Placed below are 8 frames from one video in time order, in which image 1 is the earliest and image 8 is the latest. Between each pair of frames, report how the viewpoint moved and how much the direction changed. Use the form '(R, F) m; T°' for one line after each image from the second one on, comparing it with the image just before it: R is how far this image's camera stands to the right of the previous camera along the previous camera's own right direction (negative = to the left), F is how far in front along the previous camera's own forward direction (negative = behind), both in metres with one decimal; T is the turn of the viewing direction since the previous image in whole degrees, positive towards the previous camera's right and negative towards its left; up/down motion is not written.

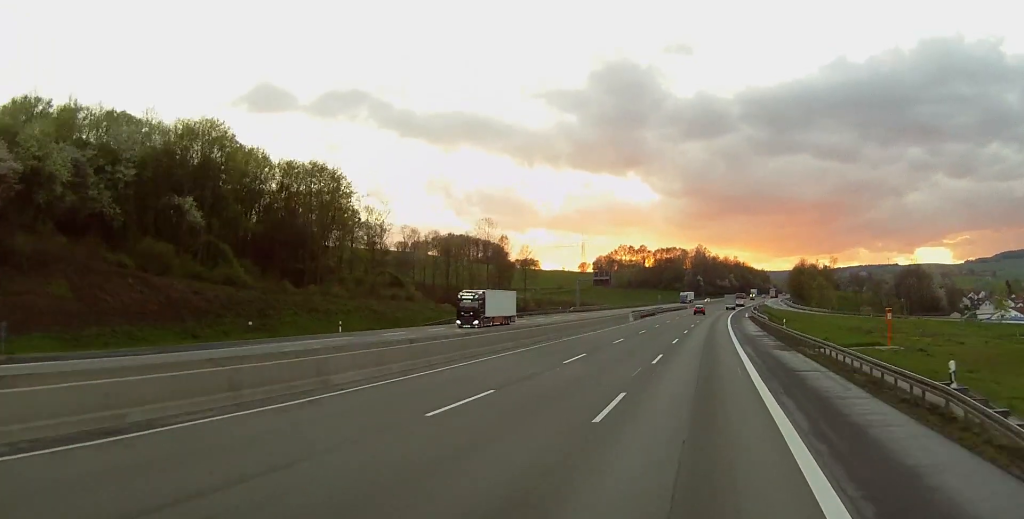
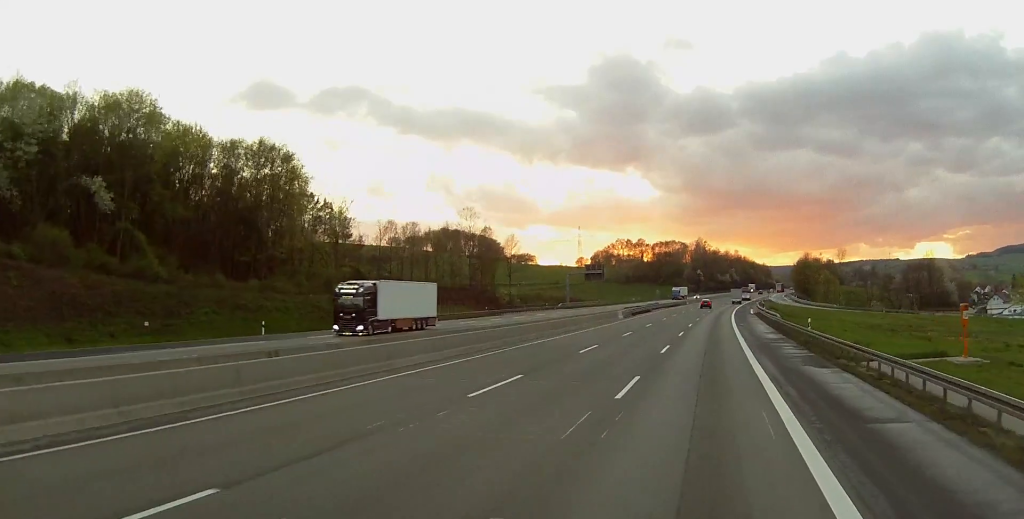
(-0.3, +14.8) m; -1°
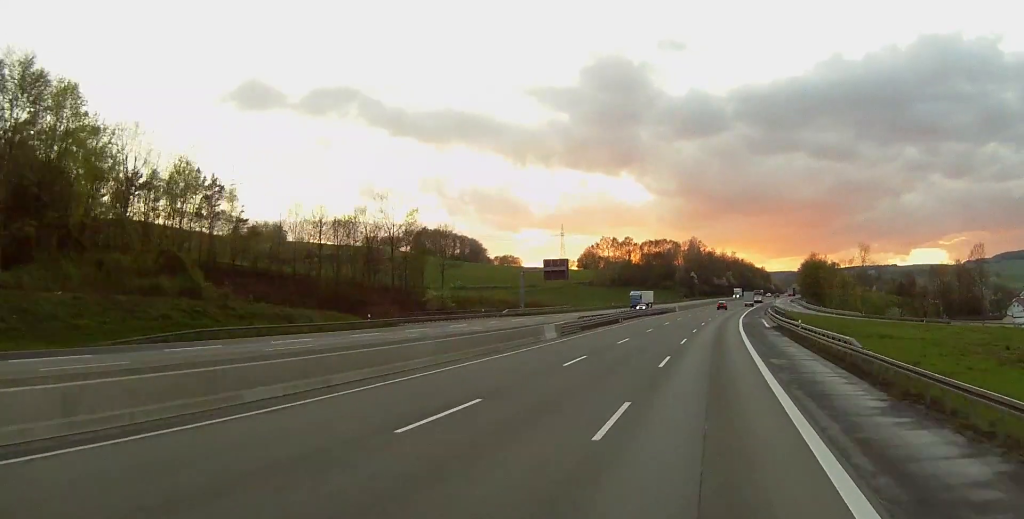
(-0.5, +41.7) m; +1°
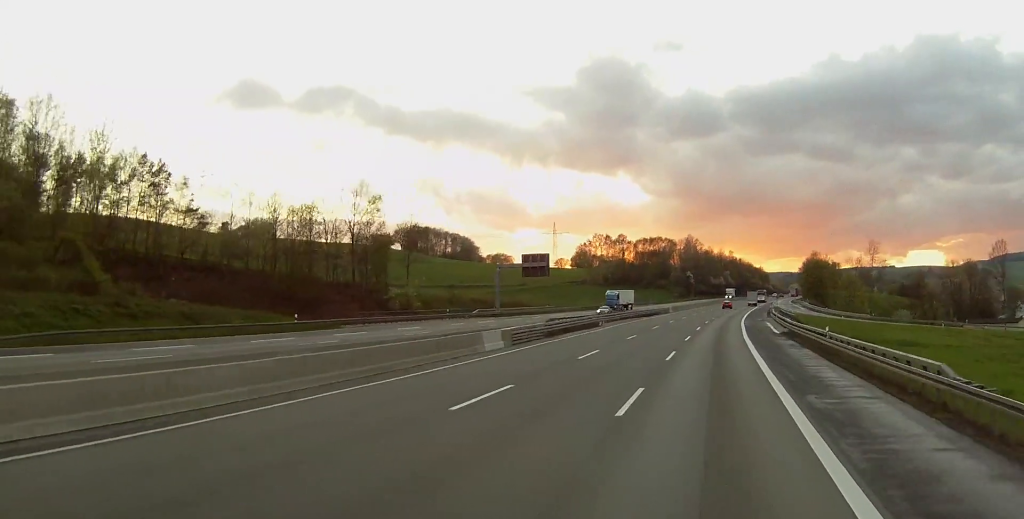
(+0.4, +14.7) m; +1°
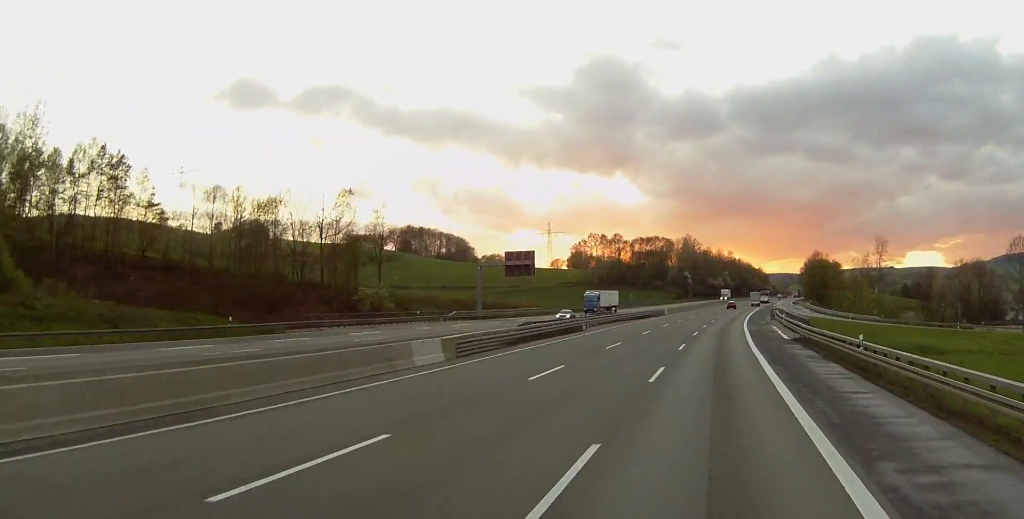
(-0.1, +10.0) m; -1°
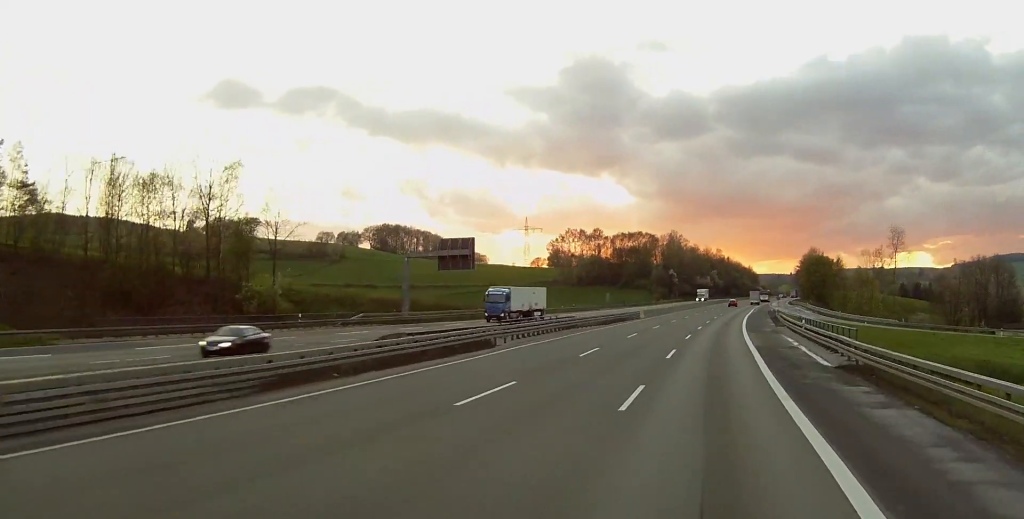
(-0.3, +25.3) m; 0°
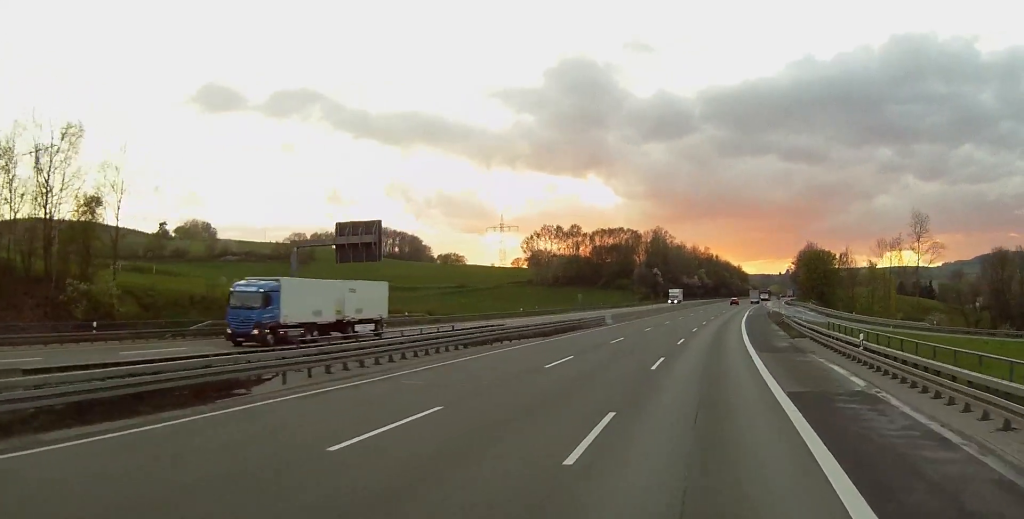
(+0.3, +24.5) m; +2°
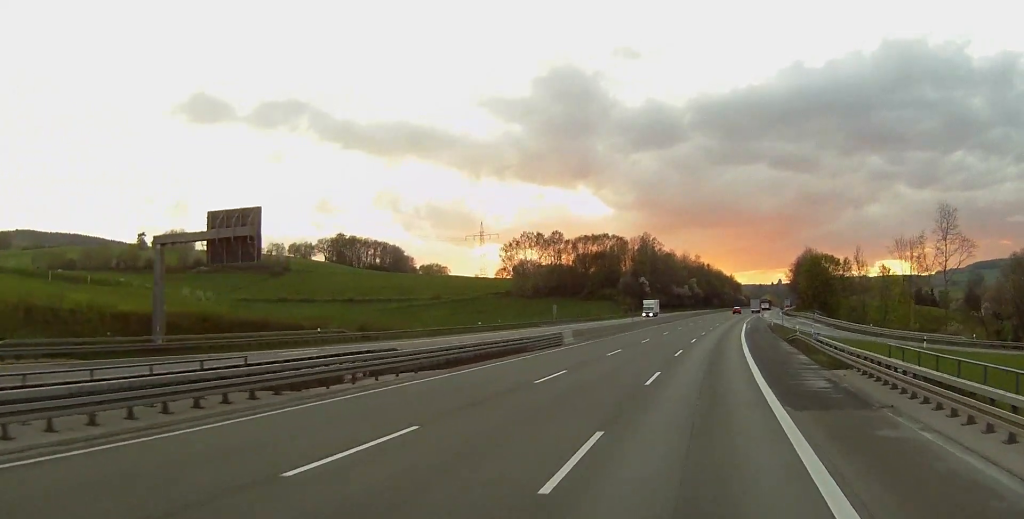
(+0.3, +19.1) m; +1°
